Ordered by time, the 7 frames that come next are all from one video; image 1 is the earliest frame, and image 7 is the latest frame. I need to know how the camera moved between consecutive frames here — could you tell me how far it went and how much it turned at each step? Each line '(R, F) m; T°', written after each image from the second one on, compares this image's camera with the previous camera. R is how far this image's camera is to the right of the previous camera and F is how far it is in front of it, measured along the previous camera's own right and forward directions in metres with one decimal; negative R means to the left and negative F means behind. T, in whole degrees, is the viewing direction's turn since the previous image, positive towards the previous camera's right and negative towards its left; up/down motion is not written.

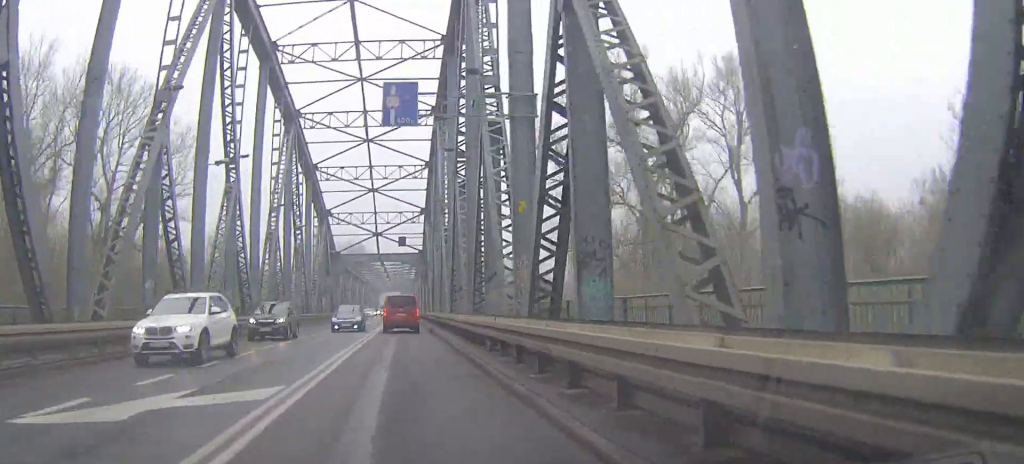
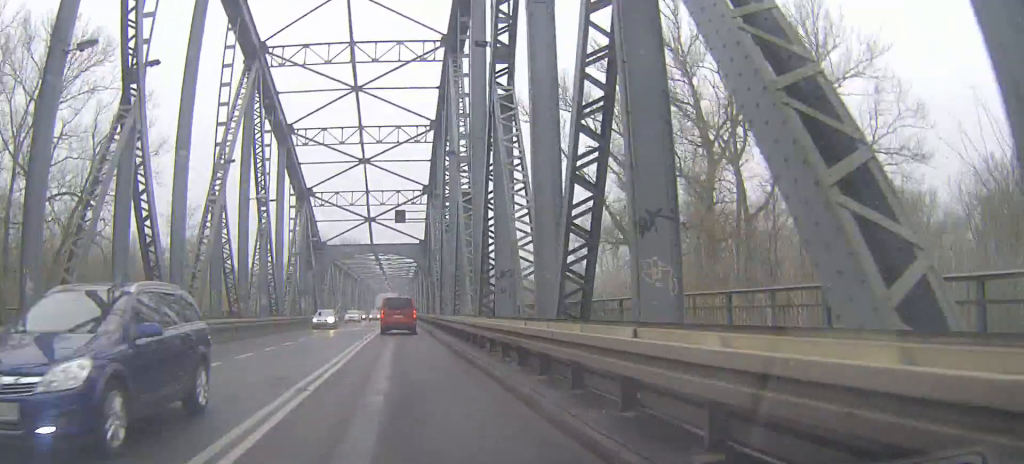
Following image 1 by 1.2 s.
(-0.2, +15.6) m; -1°
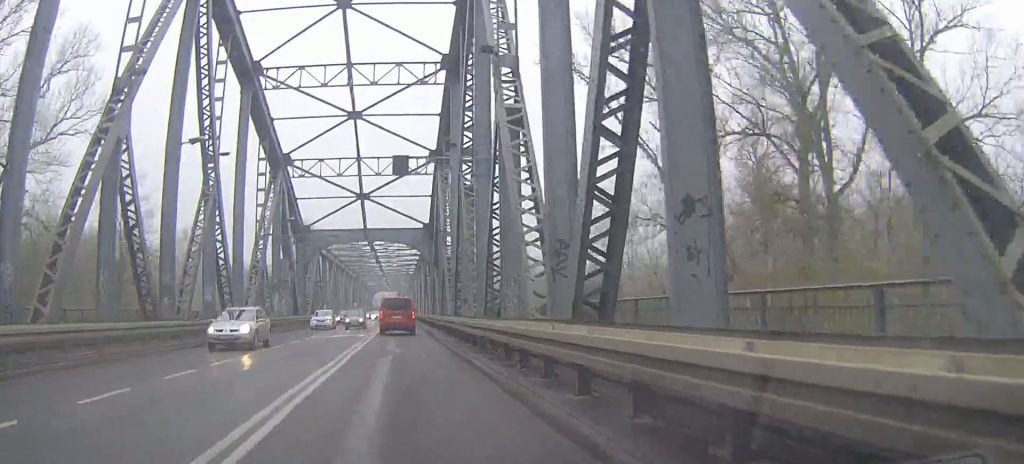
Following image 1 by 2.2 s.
(-0.1, +13.9) m; +1°
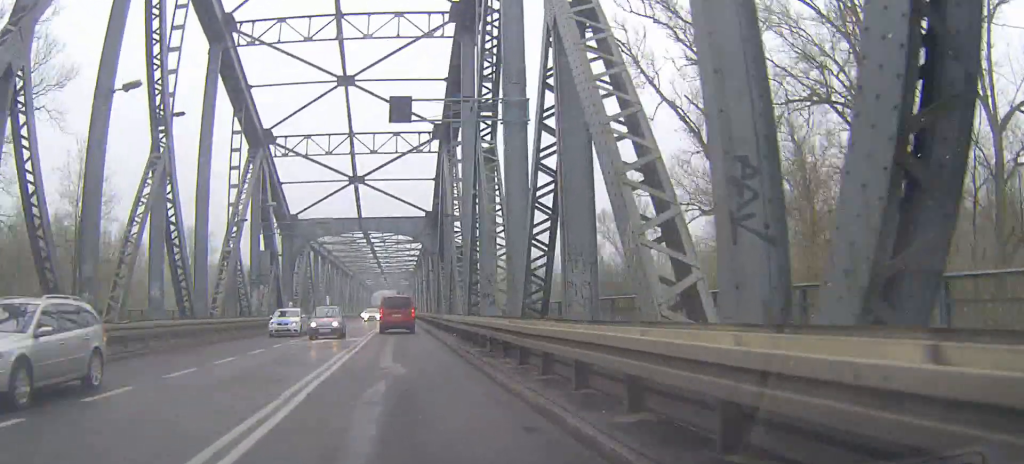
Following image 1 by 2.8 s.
(+0.1, +7.7) m; +1°
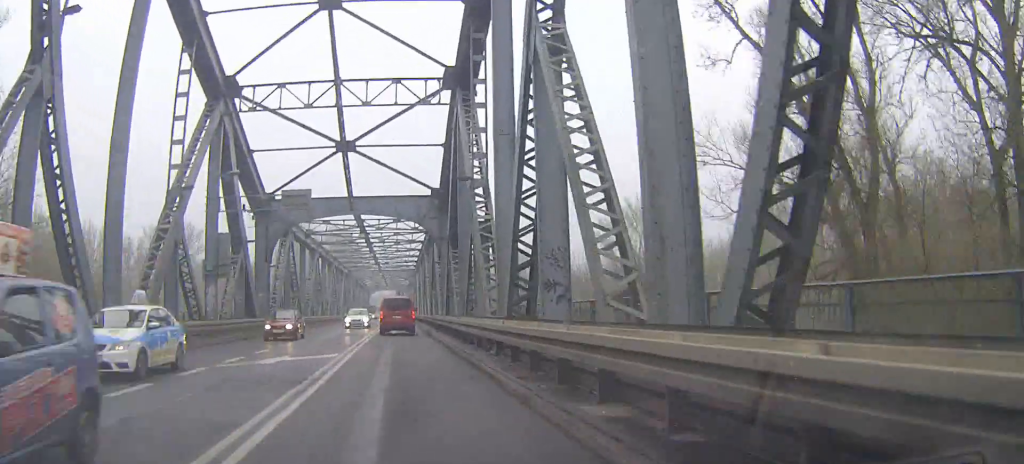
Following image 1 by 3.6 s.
(0.0, +11.1) m; 0°
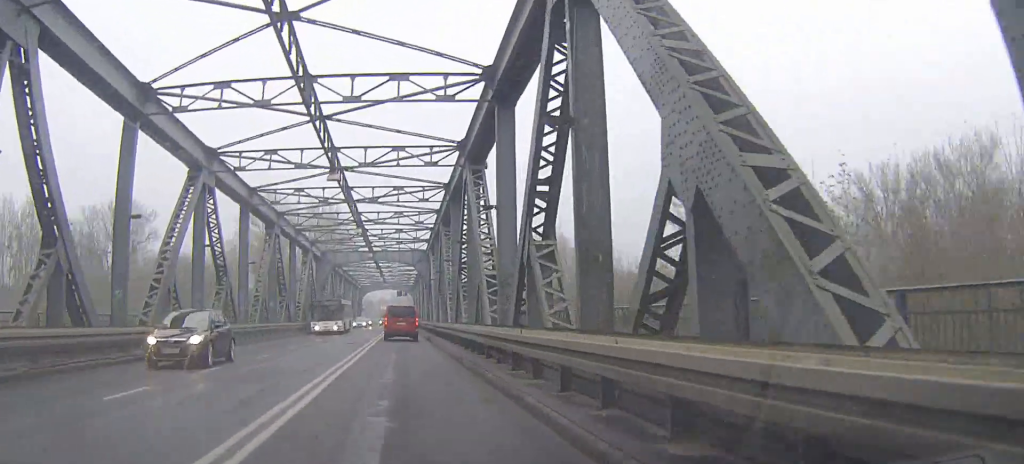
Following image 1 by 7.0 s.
(-0.5, +46.5) m; 0°
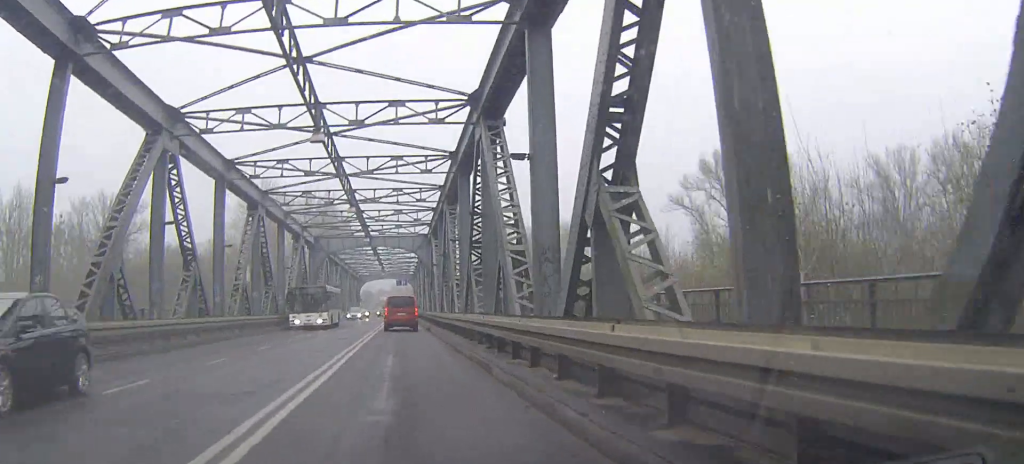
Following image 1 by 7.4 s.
(0.0, +6.0) m; 0°
